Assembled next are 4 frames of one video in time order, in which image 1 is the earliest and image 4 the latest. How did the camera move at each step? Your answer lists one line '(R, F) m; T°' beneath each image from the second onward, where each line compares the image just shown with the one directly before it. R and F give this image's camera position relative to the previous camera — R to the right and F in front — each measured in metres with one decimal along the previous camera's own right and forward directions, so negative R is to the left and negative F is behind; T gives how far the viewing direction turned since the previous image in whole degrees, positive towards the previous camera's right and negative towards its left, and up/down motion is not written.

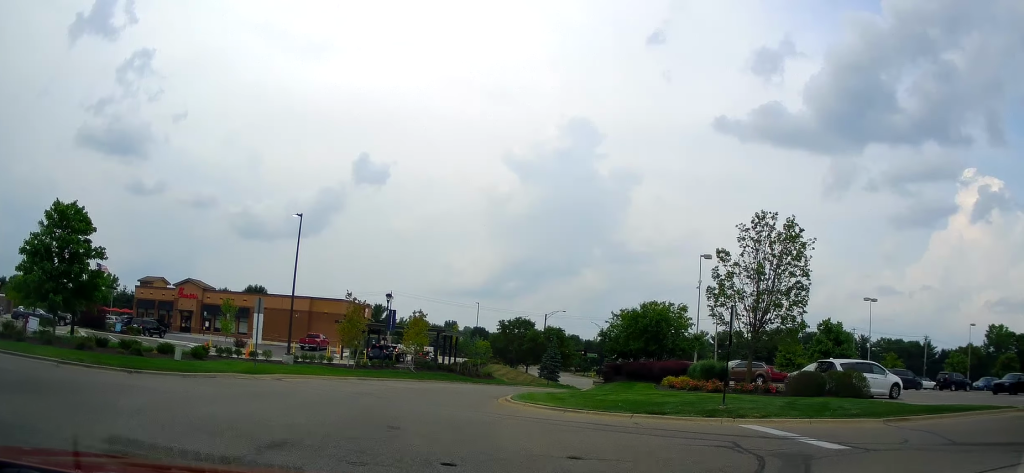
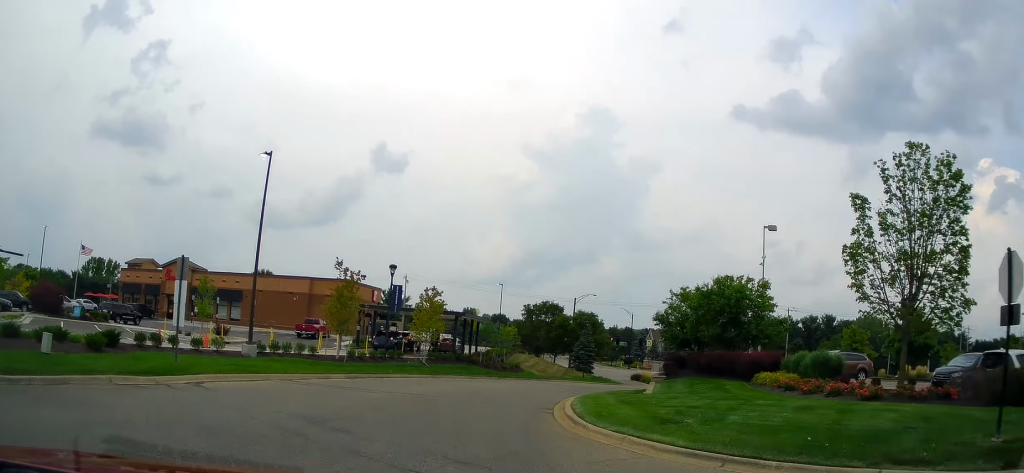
(+0.3, +8.8) m; -2°
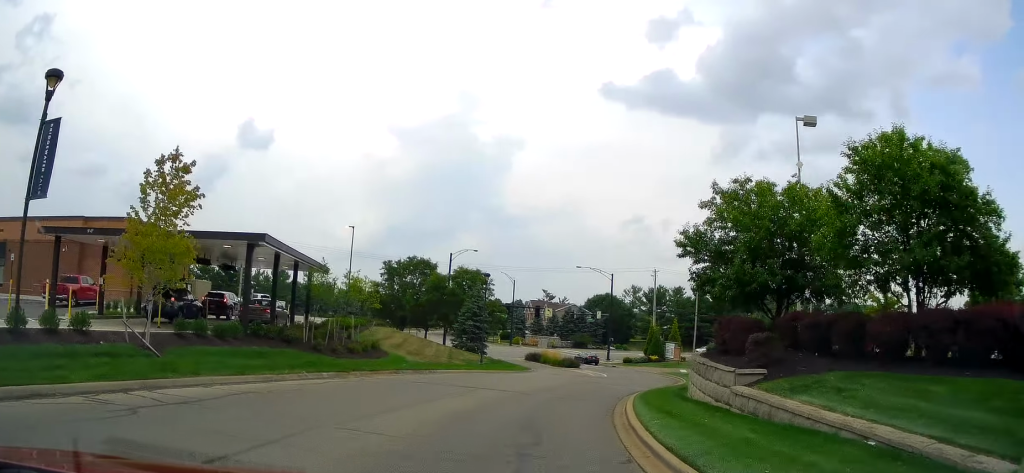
(-1.5, +18.8) m; +4°
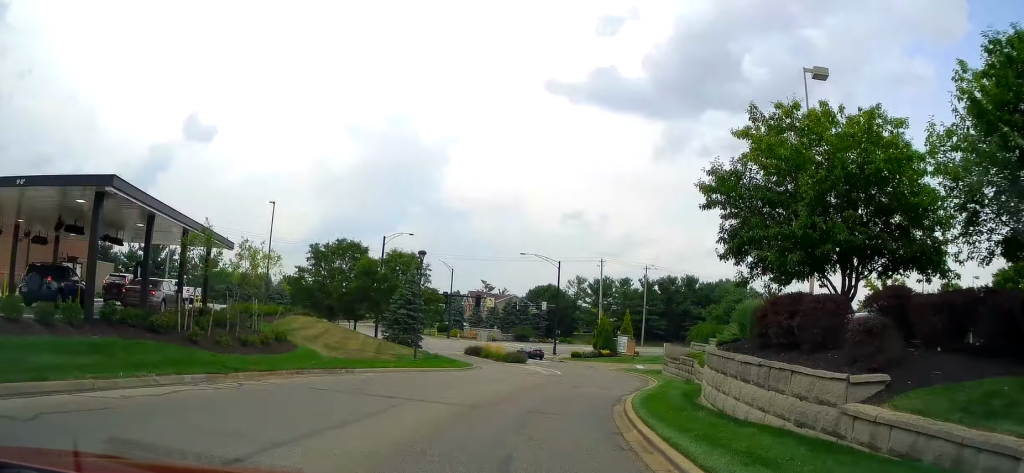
(-0.1, +5.3) m; +3°
